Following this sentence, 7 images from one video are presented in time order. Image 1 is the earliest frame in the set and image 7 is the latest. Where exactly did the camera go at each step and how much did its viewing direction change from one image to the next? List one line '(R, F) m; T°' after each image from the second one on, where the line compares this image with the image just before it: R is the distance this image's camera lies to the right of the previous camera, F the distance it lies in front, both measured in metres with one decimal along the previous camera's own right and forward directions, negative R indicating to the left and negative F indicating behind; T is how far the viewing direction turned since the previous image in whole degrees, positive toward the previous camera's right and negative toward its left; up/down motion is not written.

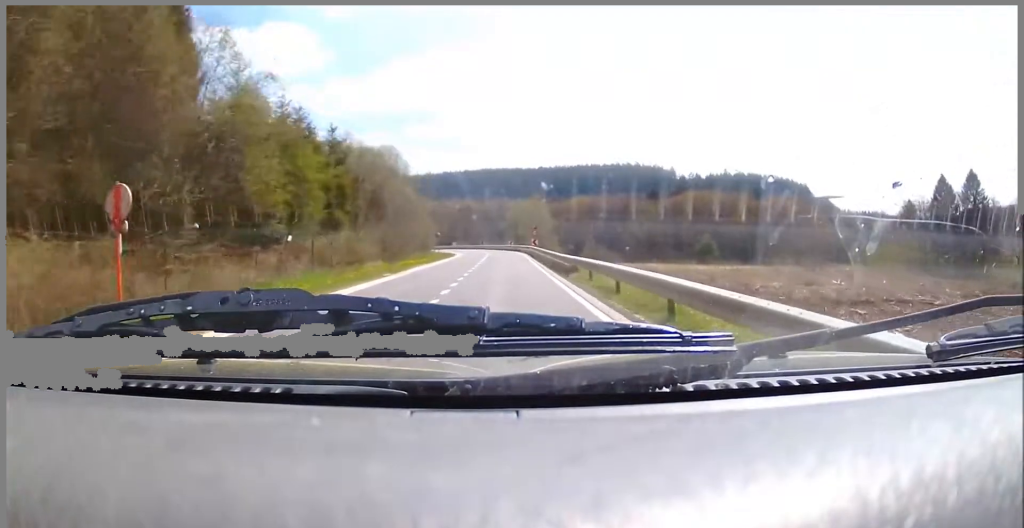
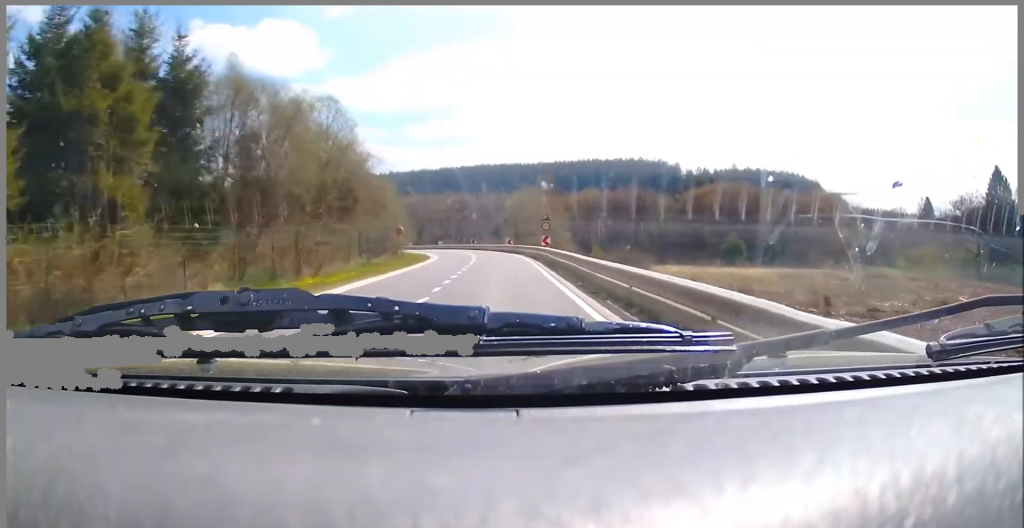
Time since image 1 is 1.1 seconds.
(+0.1, +24.2) m; -1°
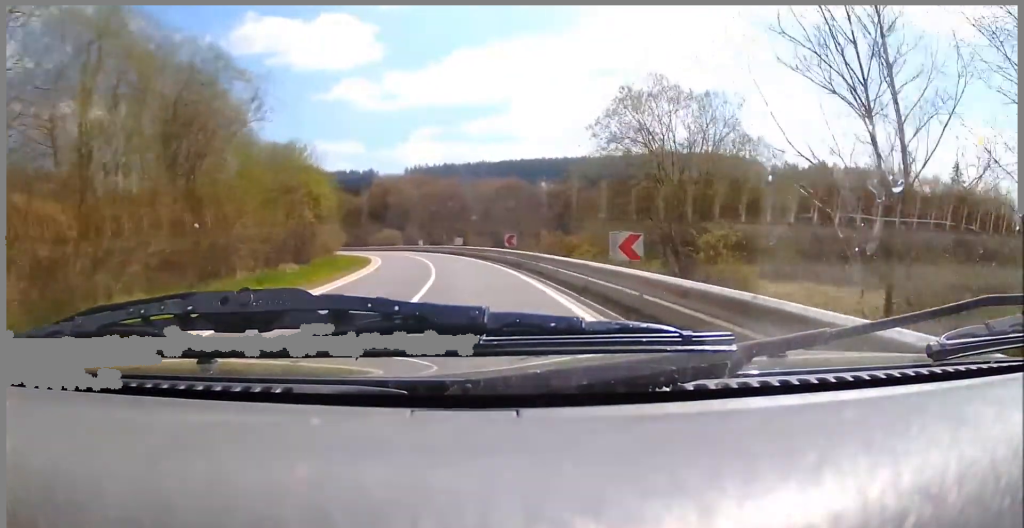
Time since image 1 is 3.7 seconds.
(-2.8, +53.6) m; -7°
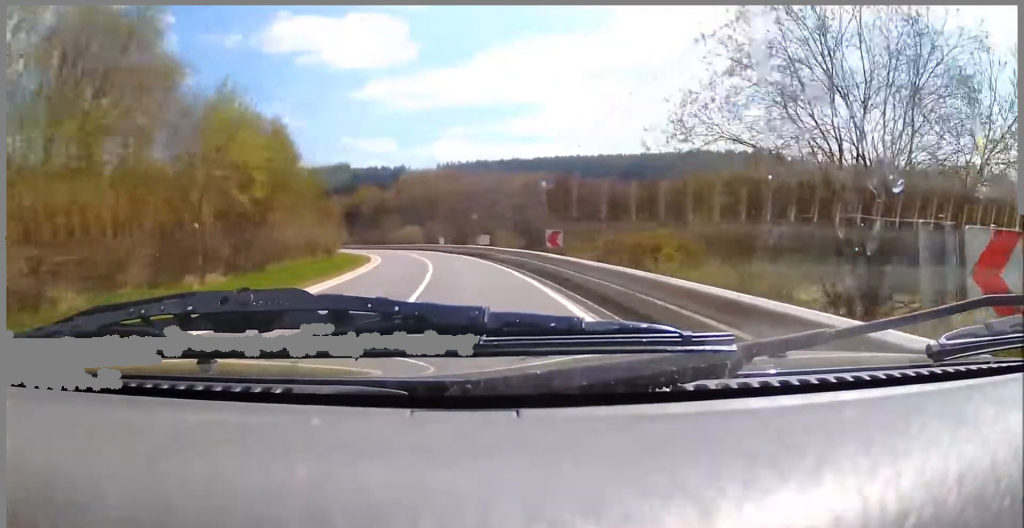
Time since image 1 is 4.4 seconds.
(0.0, +13.1) m; -3°
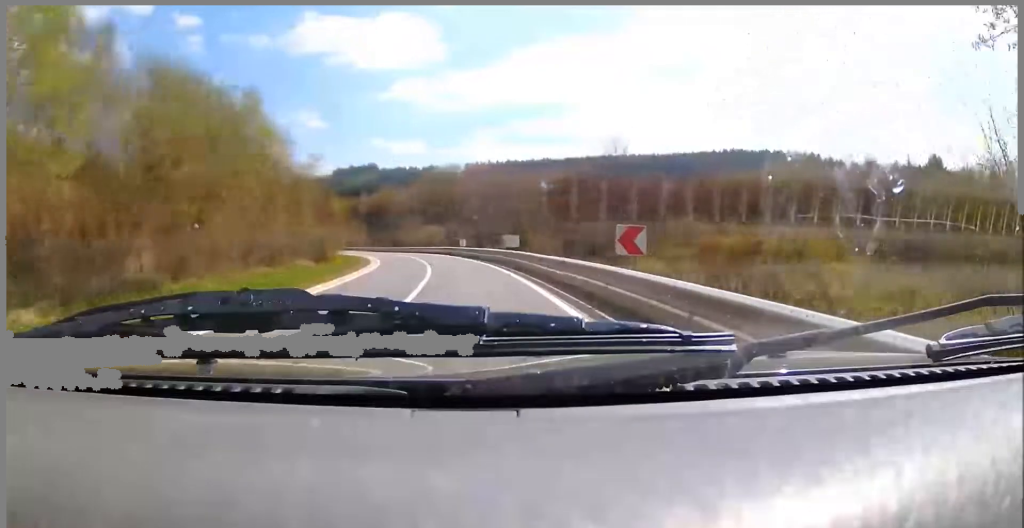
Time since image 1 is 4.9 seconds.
(-0.6, +11.7) m; -4°
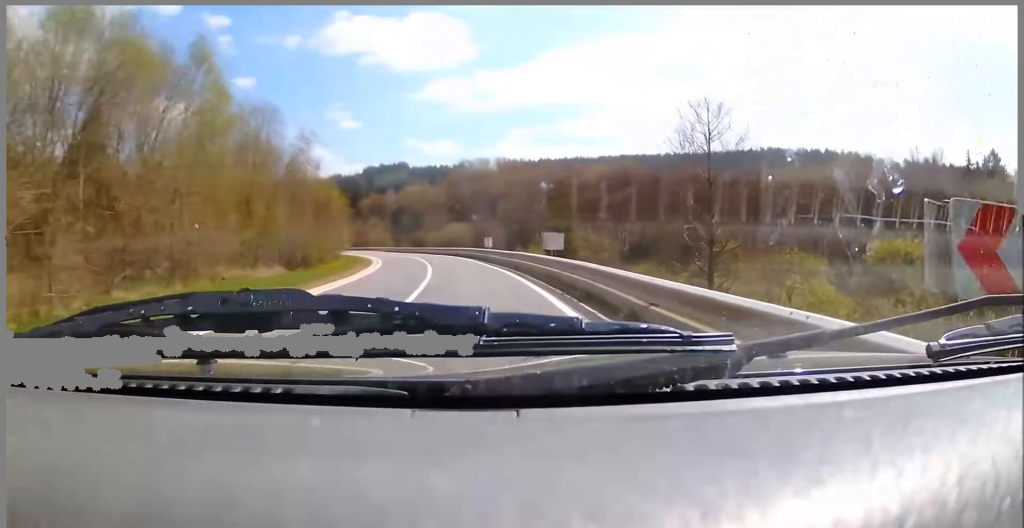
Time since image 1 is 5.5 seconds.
(-0.5, +11.7) m; -3°
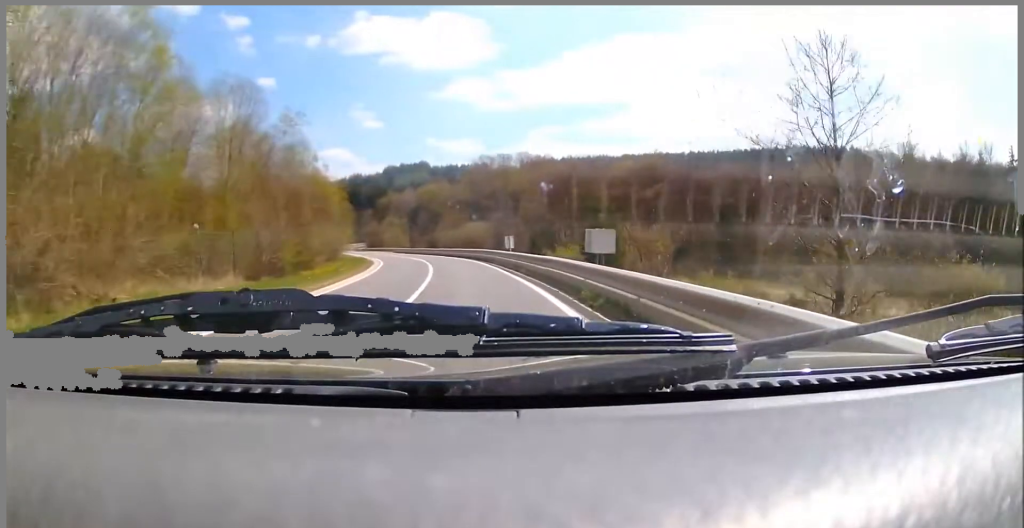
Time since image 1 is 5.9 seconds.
(-0.3, +8.3) m; -2°
